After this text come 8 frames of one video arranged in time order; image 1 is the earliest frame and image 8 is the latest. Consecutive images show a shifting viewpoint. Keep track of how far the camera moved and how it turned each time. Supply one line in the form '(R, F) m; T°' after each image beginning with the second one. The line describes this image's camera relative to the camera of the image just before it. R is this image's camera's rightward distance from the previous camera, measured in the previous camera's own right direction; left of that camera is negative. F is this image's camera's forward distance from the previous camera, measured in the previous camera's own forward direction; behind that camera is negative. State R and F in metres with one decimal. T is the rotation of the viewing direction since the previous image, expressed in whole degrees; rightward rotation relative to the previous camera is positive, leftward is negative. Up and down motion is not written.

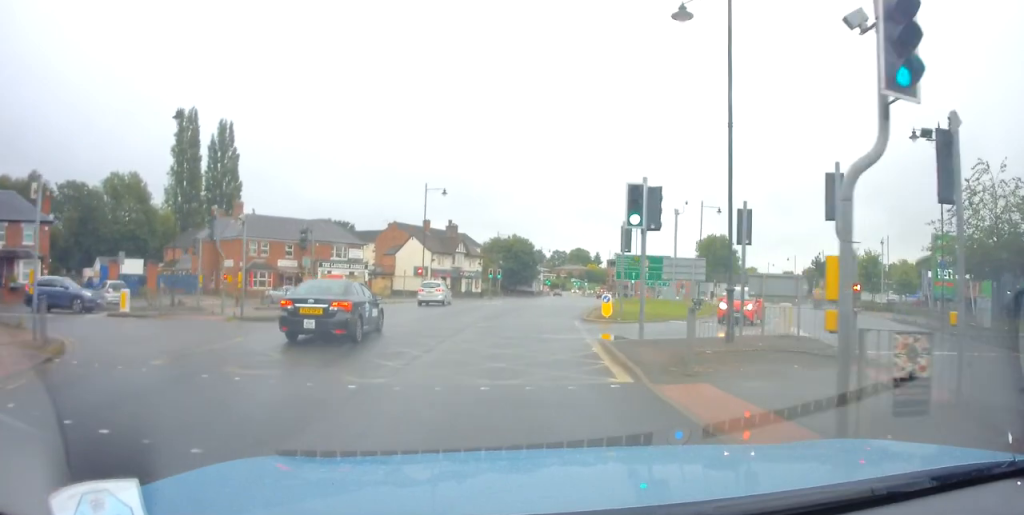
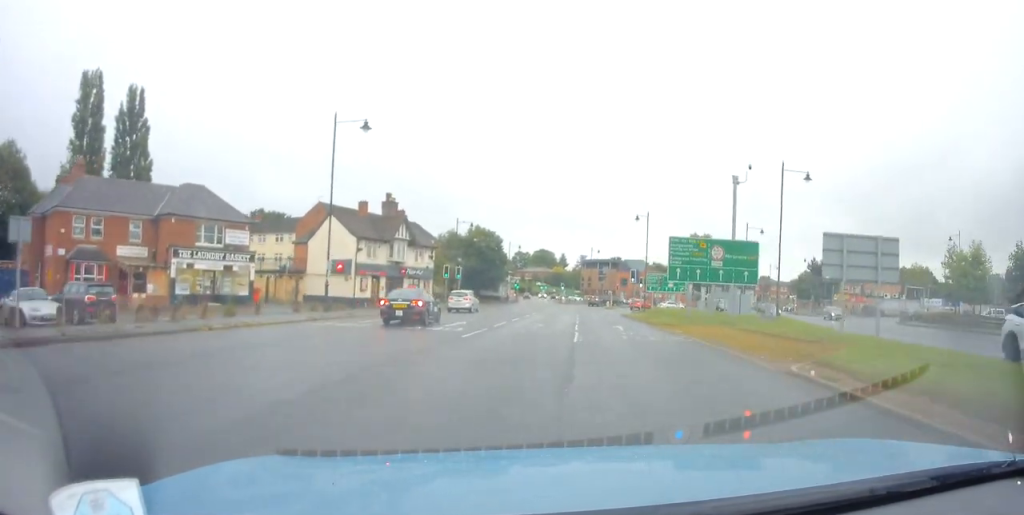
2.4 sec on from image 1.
(+1.0, +23.1) m; +4°
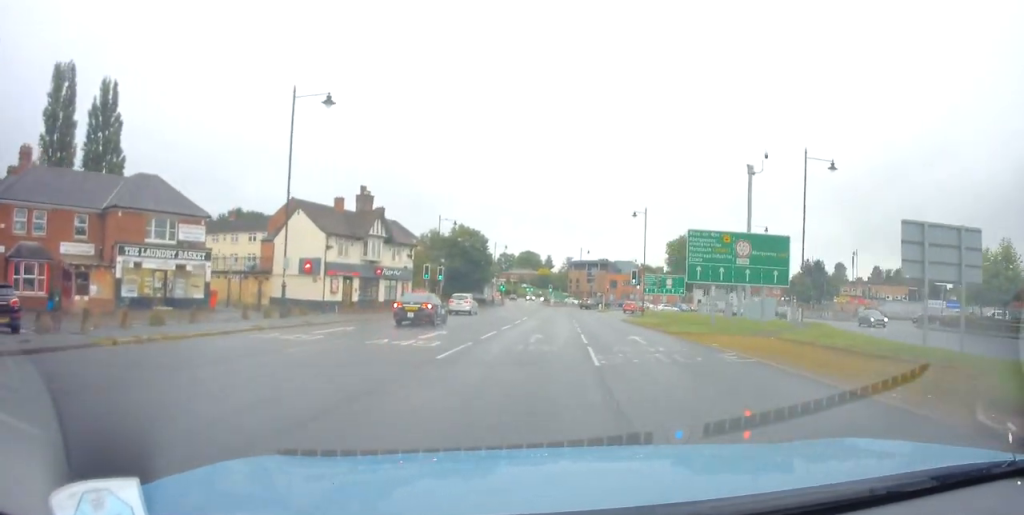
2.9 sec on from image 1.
(0.0, +4.8) m; +1°
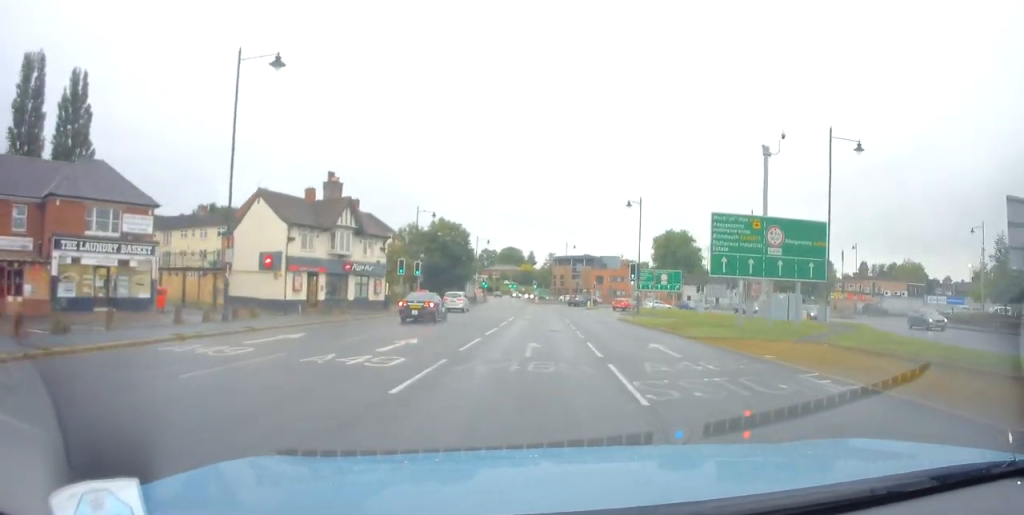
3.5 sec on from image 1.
(-0.1, +4.5) m; +1°
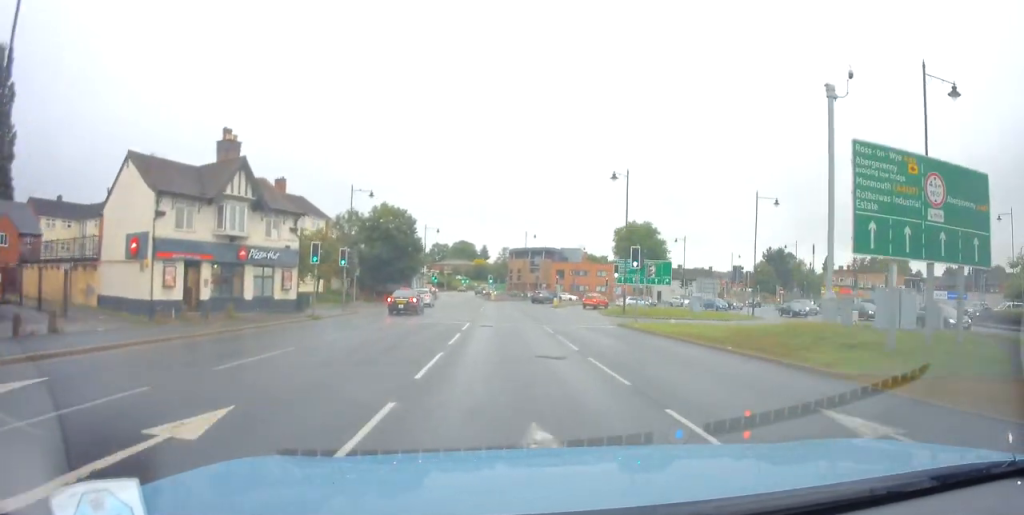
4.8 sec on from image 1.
(+0.5, +10.6) m; +6°
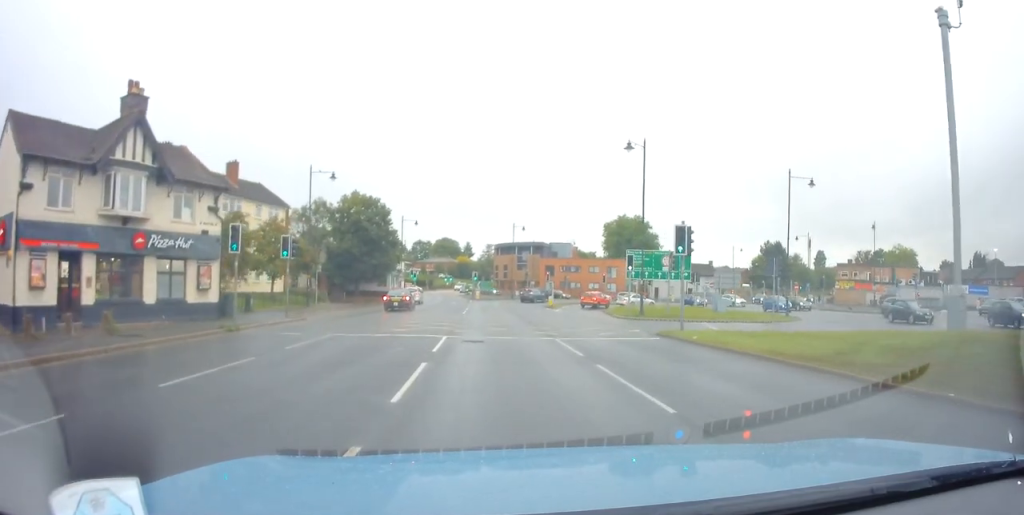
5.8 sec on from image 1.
(+0.4, +7.7) m; +4°
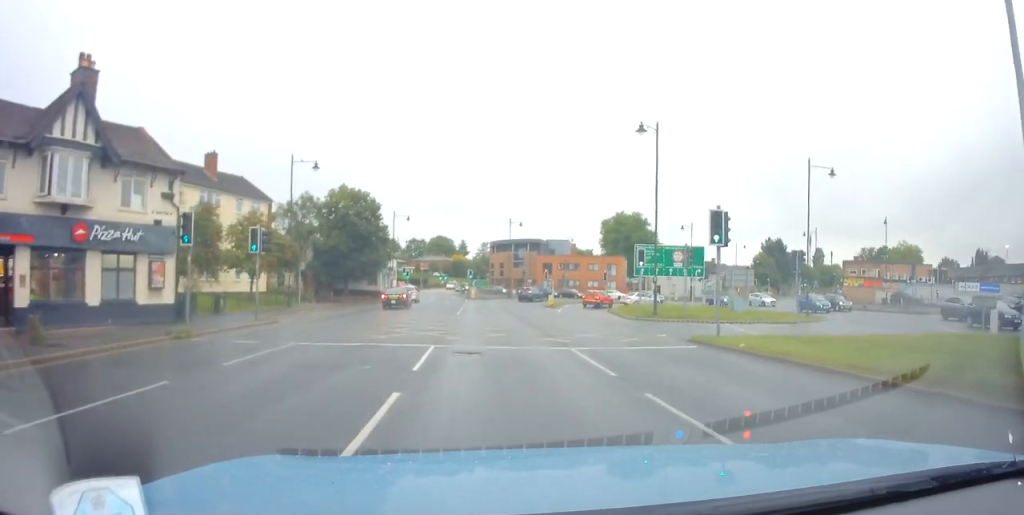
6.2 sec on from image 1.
(+0.1, +3.3) m; 0°
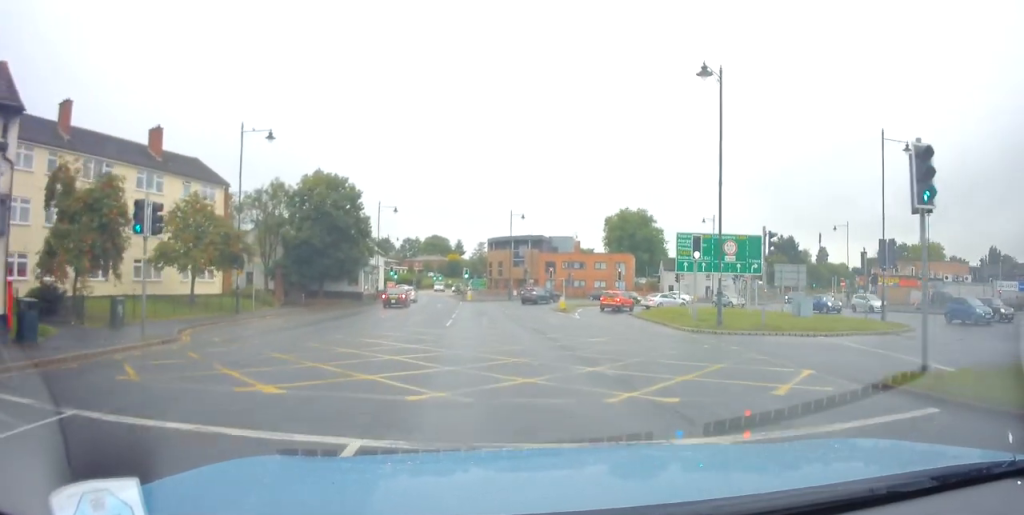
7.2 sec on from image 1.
(-0.1, +8.7) m; -1°
